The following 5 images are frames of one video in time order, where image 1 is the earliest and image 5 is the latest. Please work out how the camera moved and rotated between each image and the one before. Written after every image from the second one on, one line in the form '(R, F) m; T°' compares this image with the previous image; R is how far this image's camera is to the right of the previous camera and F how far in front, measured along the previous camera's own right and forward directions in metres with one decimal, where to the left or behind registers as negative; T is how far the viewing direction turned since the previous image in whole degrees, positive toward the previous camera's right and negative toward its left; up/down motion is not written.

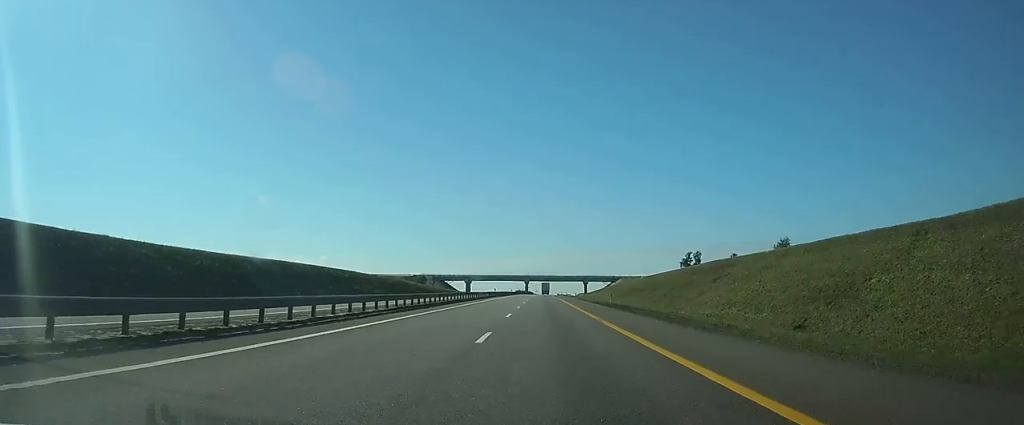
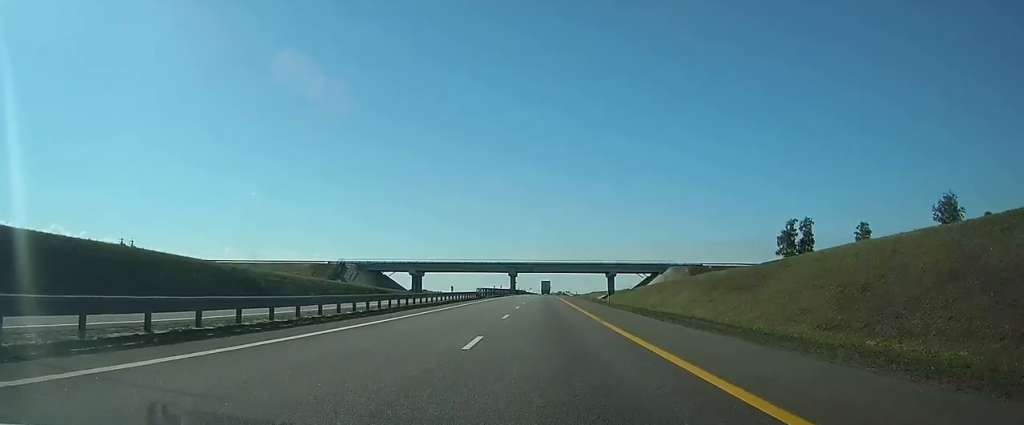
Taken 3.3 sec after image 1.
(+0.6, +96.1) m; +1°
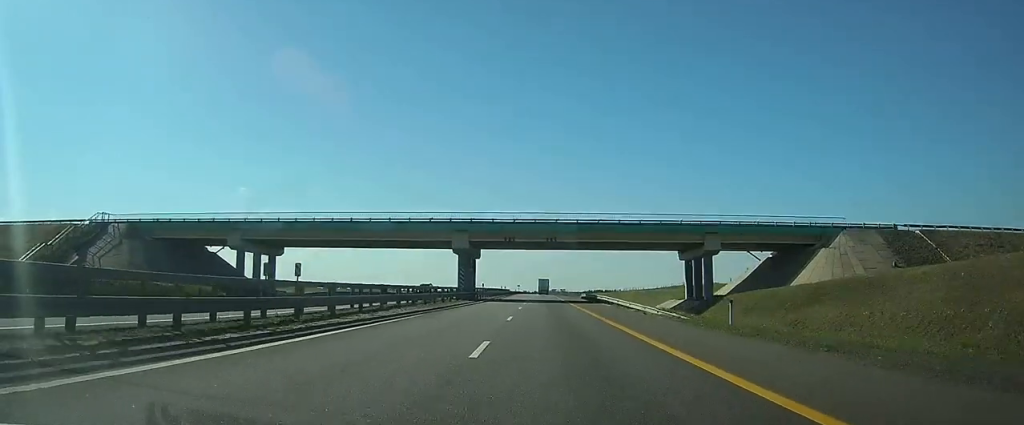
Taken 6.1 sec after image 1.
(+0.4, +84.9) m; +1°
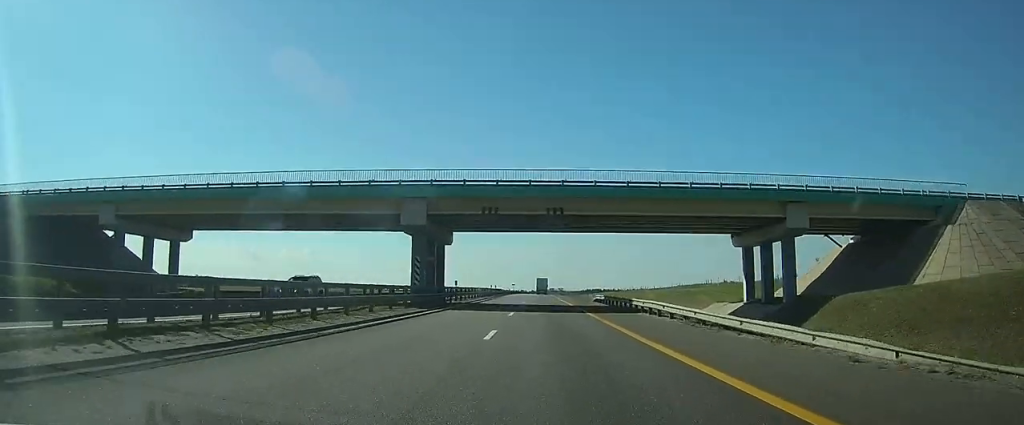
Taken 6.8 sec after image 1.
(0.0, +20.2) m; 0°
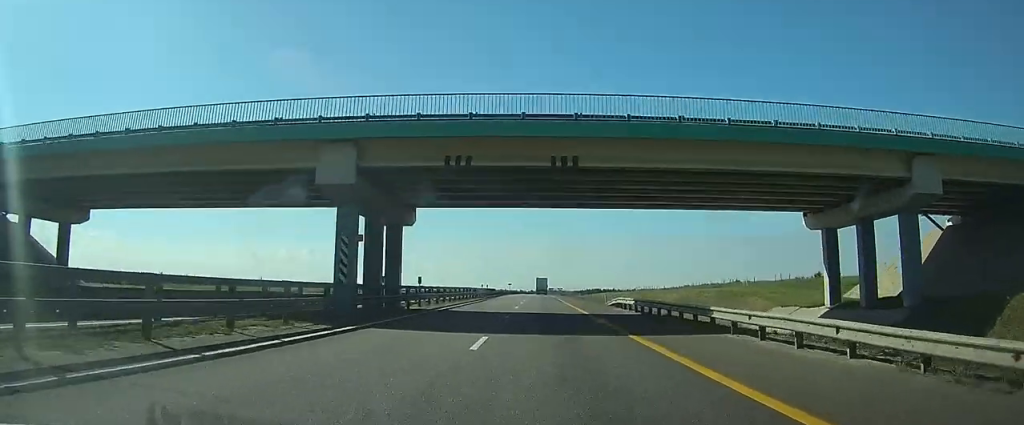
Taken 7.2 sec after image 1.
(0.0, +14.2) m; 0°
